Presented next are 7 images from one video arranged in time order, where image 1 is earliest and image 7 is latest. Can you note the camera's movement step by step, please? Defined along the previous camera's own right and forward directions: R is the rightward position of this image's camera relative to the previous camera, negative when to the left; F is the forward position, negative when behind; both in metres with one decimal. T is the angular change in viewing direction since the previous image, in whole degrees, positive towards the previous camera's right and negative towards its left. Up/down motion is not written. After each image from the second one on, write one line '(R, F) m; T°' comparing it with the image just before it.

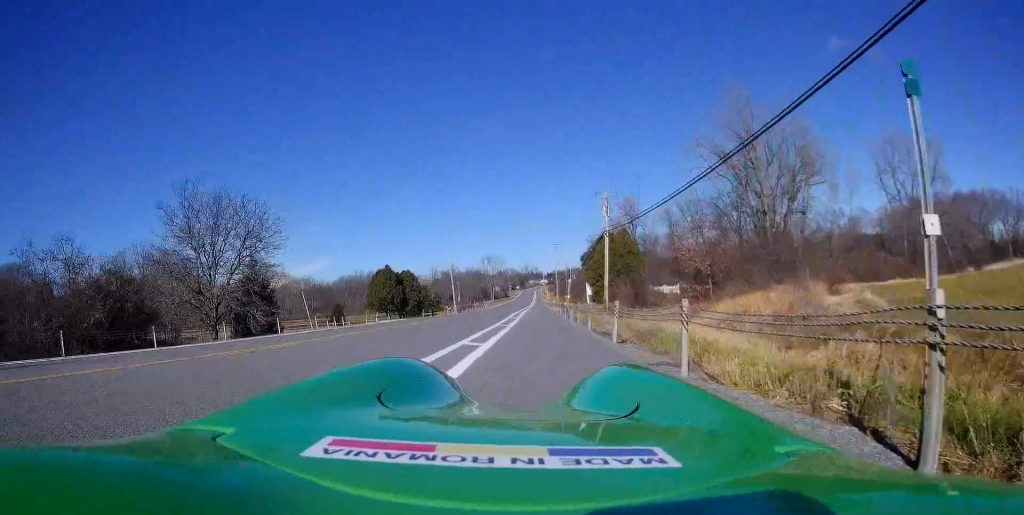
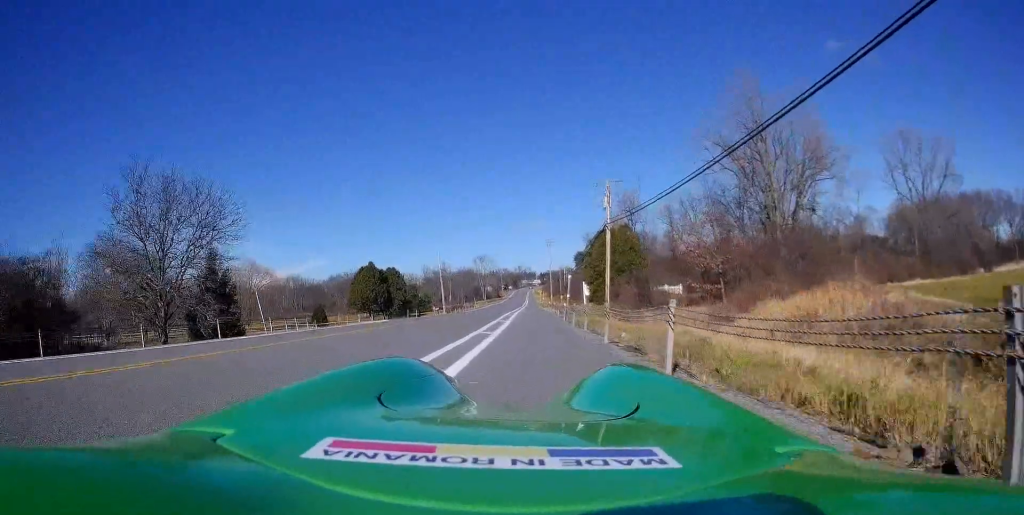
(+0.2, +5.3) m; -1°
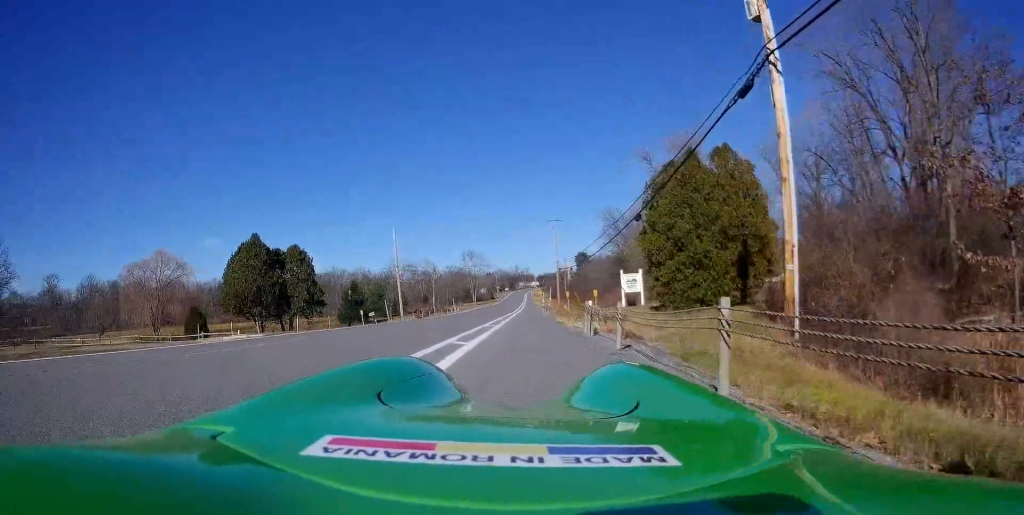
(-0.1, +31.8) m; 0°
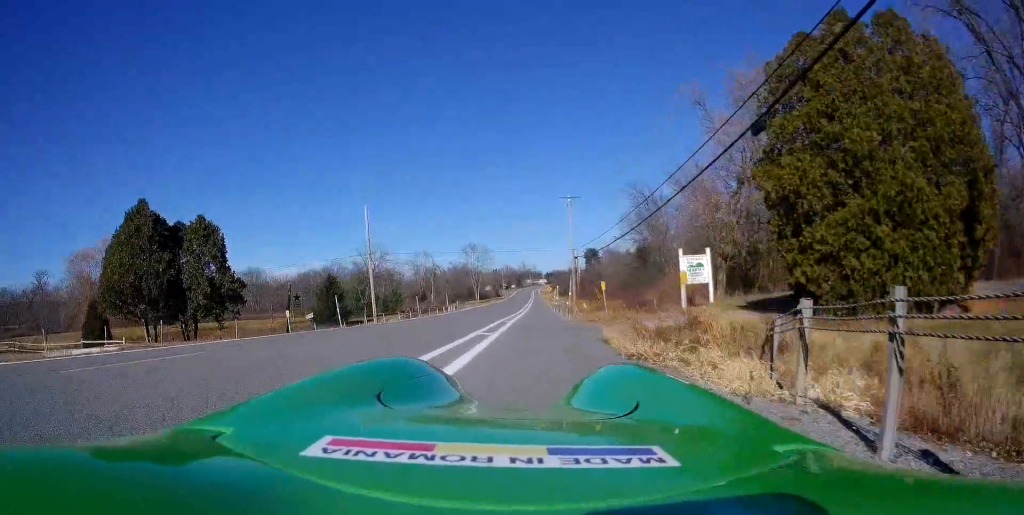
(-0.6, +15.3) m; -3°
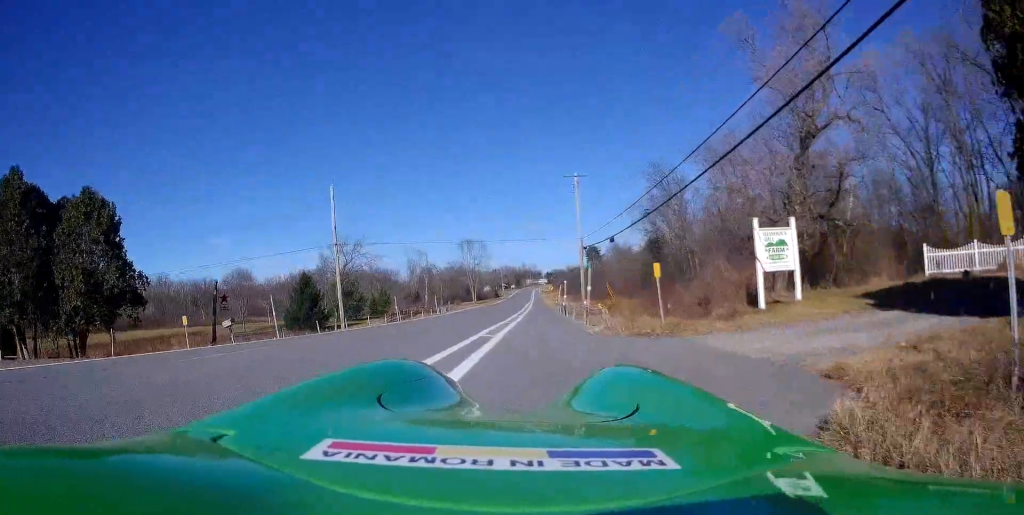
(-0.1, +9.5) m; +1°
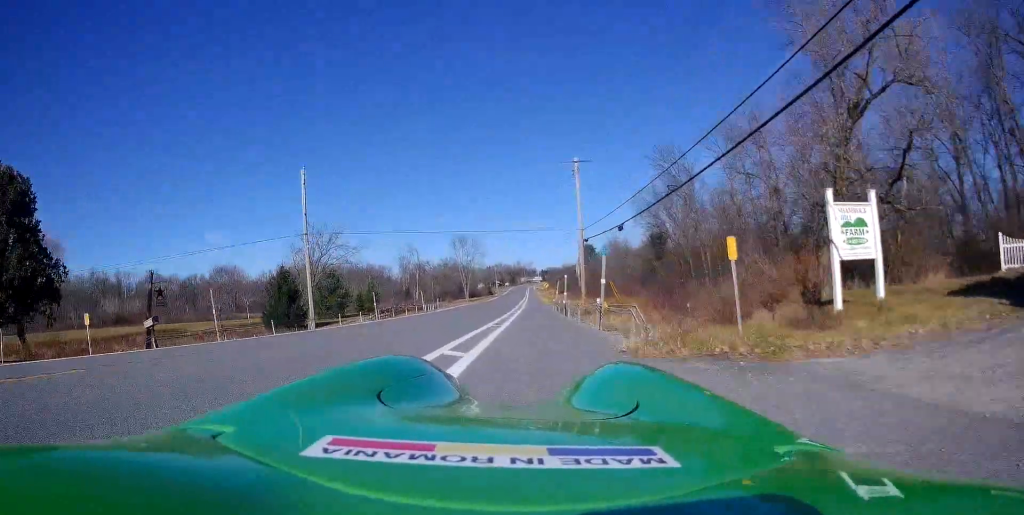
(0.0, +5.0) m; +2°
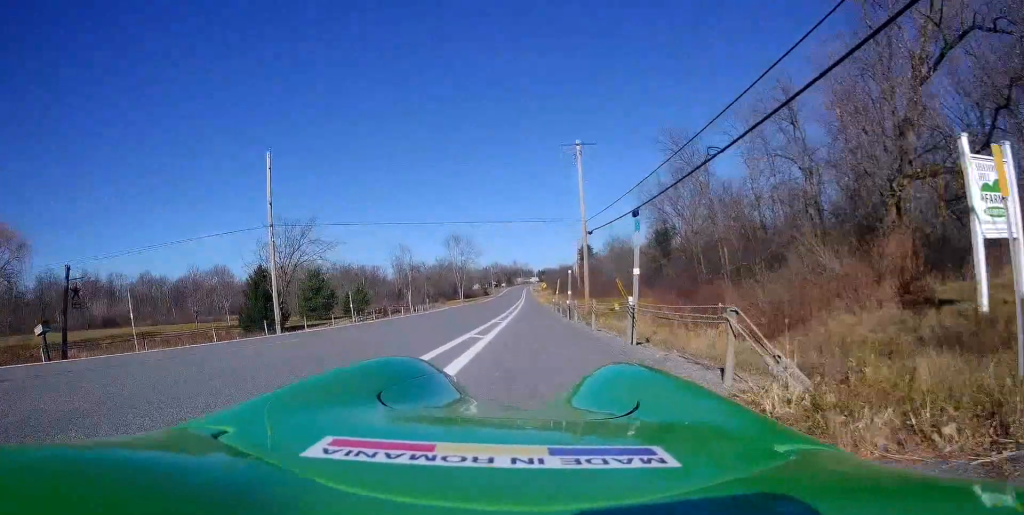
(0.0, +5.6) m; +1°
